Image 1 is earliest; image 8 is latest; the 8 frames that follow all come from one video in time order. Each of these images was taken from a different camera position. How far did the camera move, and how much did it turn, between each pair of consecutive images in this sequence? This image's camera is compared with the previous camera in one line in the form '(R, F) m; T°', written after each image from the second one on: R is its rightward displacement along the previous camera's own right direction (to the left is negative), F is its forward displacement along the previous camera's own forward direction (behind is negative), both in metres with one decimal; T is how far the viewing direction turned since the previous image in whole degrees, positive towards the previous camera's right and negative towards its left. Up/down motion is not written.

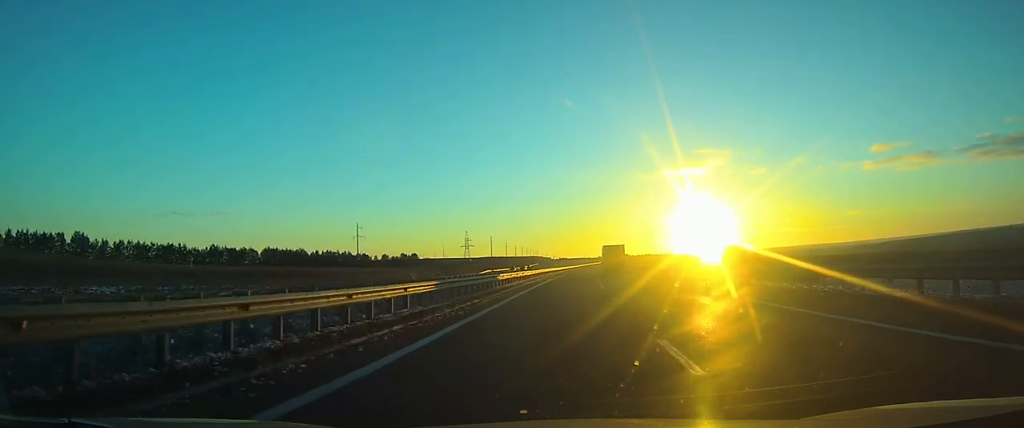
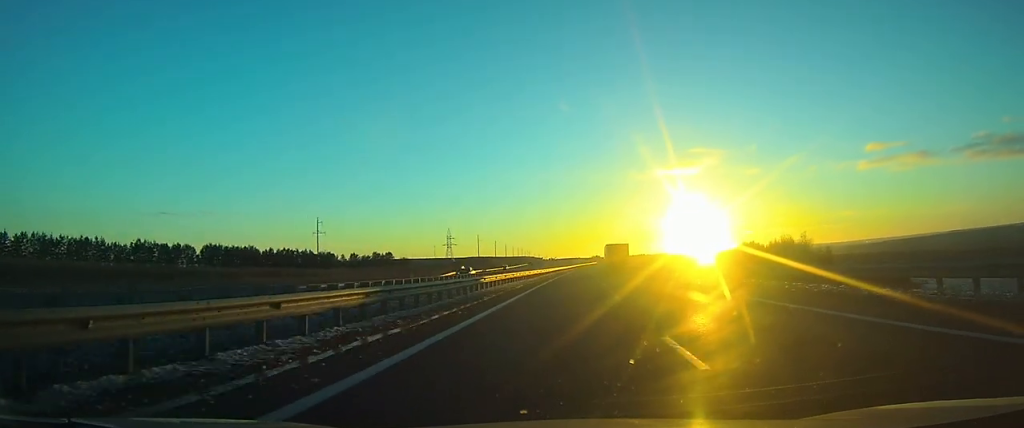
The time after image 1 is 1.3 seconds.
(+0.2, +35.4) m; +1°
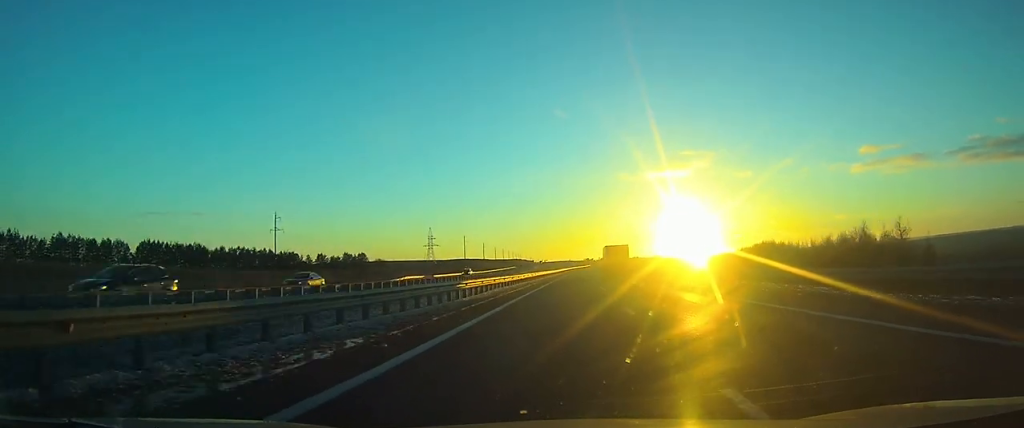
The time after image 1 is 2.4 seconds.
(0.0, +28.2) m; +1°
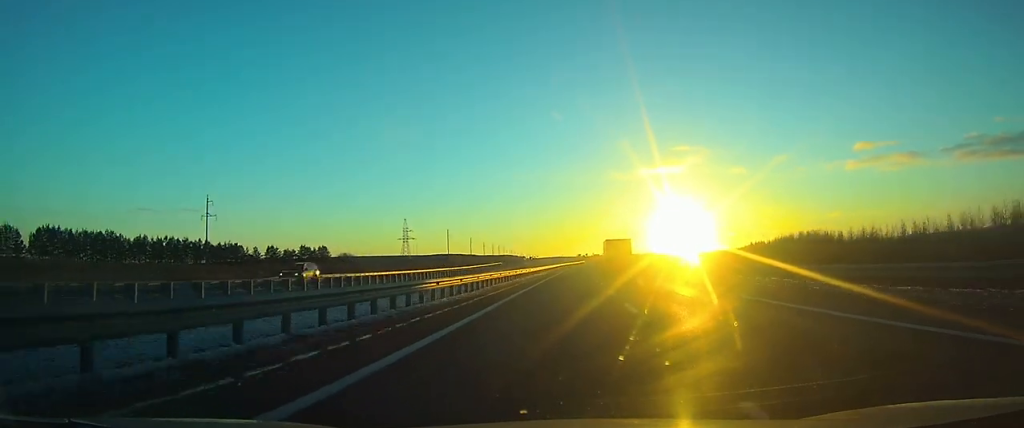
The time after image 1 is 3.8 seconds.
(+0.4, +36.6) m; +1°
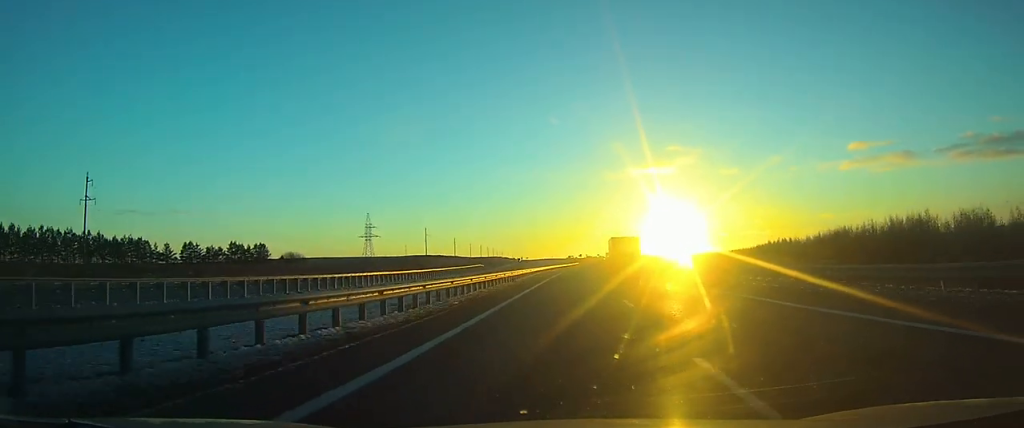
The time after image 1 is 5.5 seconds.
(+0.4, +45.0) m; +1°
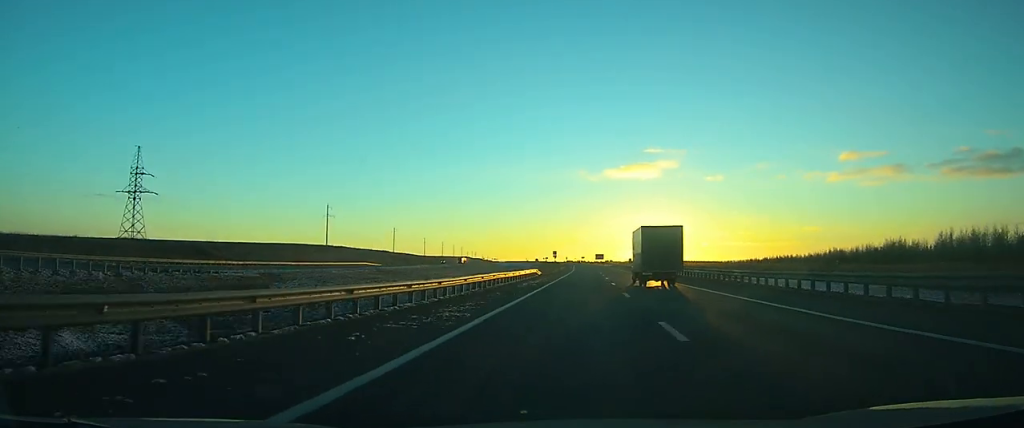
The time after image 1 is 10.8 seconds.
(+1.9, +129.4) m; +2°
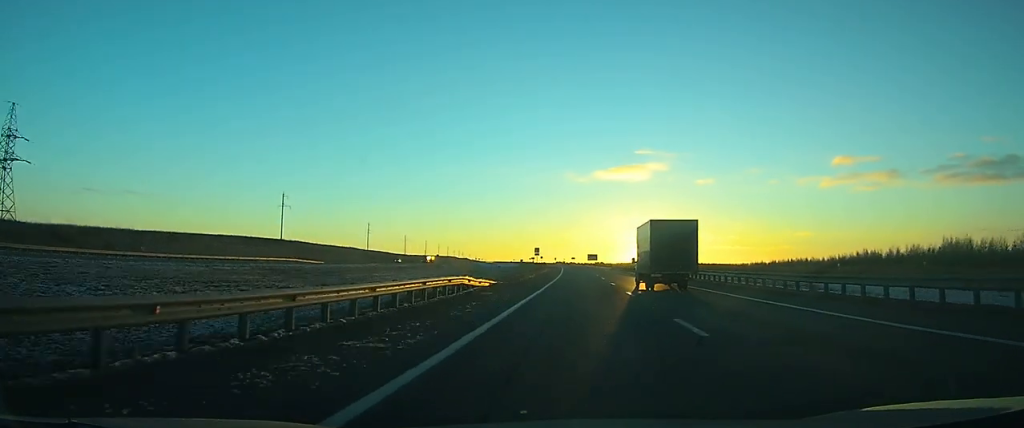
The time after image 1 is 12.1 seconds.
(+0.2, +30.9) m; +1°
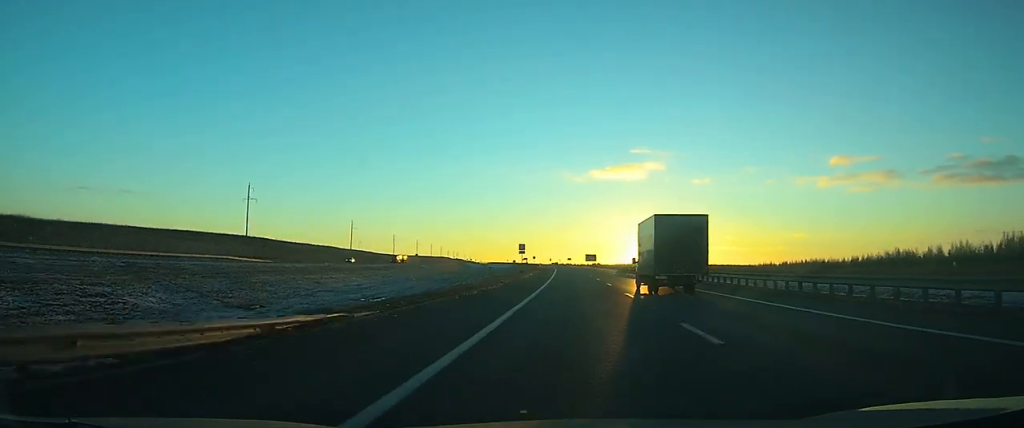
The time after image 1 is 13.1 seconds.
(+0.1, +22.6) m; 0°
